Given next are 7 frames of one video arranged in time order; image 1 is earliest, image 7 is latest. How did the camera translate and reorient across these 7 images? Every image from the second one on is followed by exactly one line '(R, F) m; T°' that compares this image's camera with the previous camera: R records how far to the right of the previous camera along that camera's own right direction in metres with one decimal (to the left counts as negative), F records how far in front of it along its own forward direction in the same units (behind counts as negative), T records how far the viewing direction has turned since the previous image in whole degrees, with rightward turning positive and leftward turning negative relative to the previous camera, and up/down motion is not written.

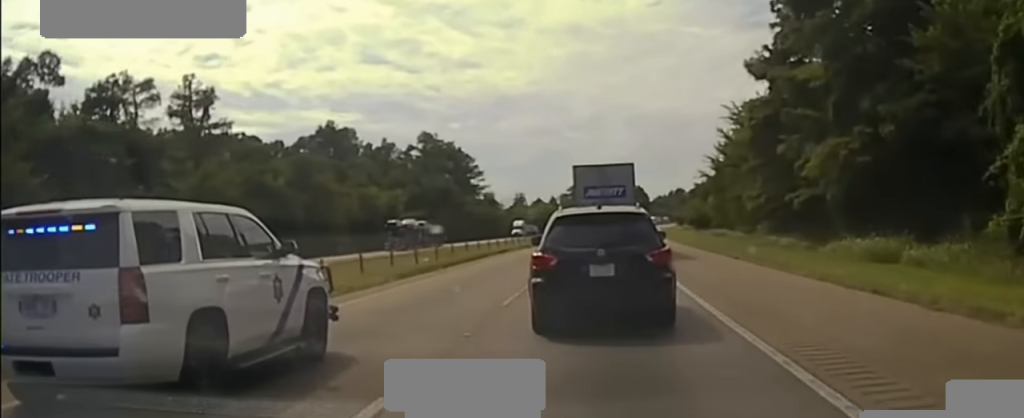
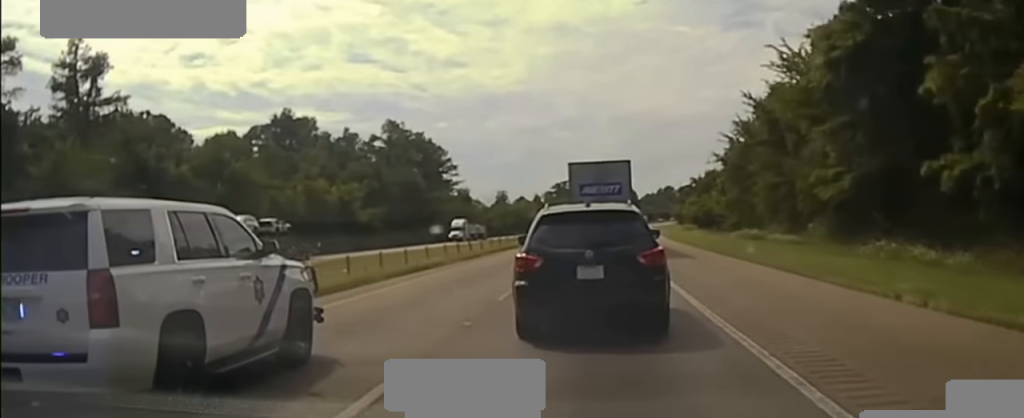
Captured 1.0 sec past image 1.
(+0.1, +23.2) m; 0°
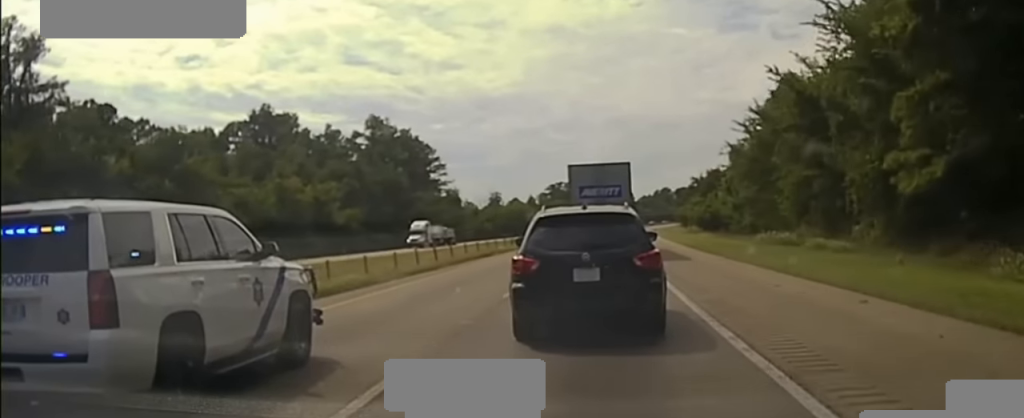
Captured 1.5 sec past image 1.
(0.0, +10.8) m; 0°
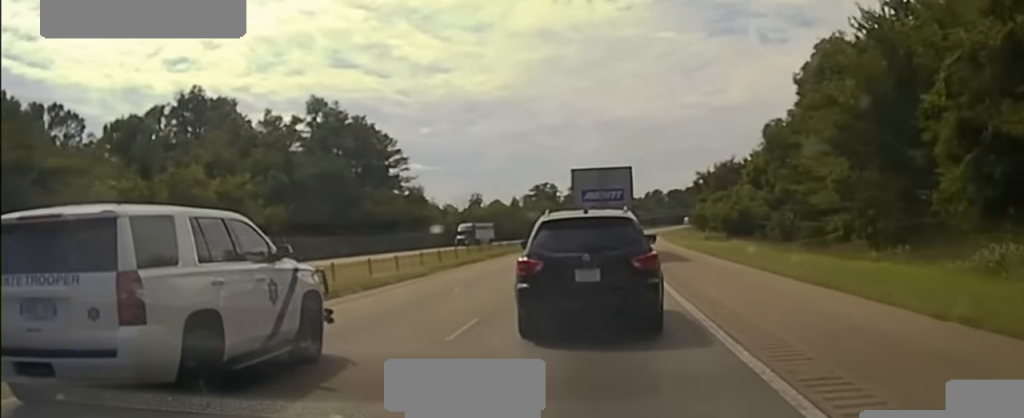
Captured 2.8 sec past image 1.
(0.0, +31.0) m; 0°
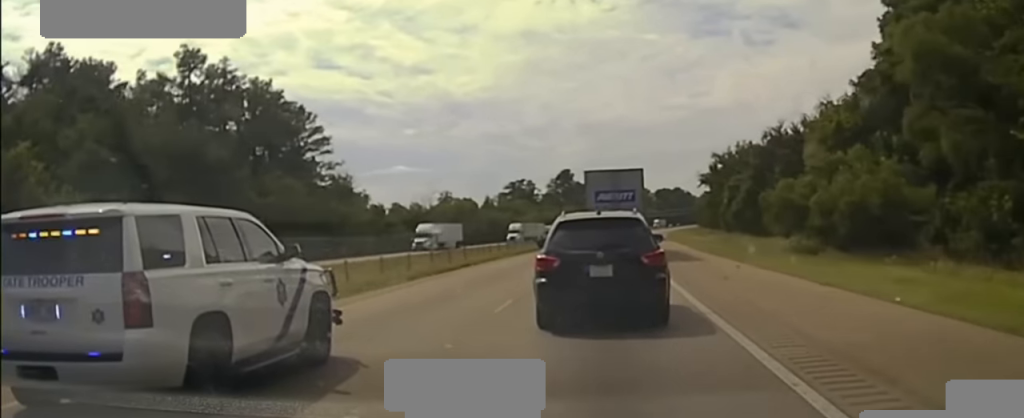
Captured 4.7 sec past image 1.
(0.0, +44.3) m; 0°
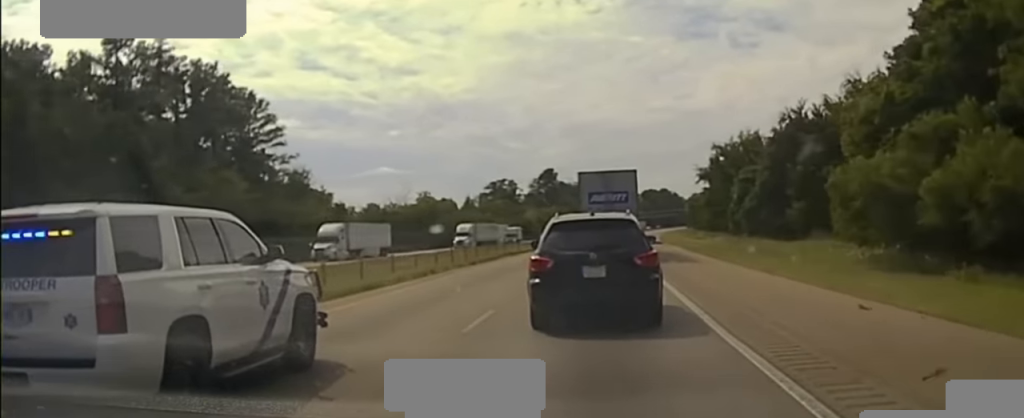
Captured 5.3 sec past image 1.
(0.0, +14.8) m; 0°
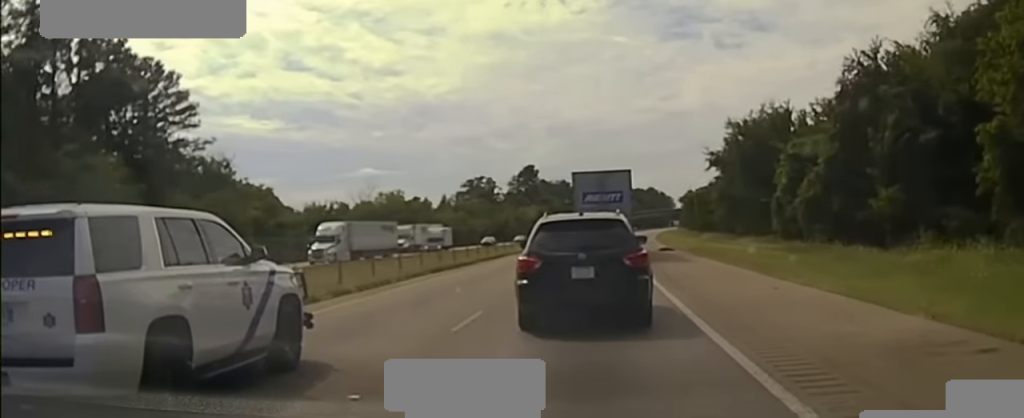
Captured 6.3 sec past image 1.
(0.0, +24.5) m; 0°
